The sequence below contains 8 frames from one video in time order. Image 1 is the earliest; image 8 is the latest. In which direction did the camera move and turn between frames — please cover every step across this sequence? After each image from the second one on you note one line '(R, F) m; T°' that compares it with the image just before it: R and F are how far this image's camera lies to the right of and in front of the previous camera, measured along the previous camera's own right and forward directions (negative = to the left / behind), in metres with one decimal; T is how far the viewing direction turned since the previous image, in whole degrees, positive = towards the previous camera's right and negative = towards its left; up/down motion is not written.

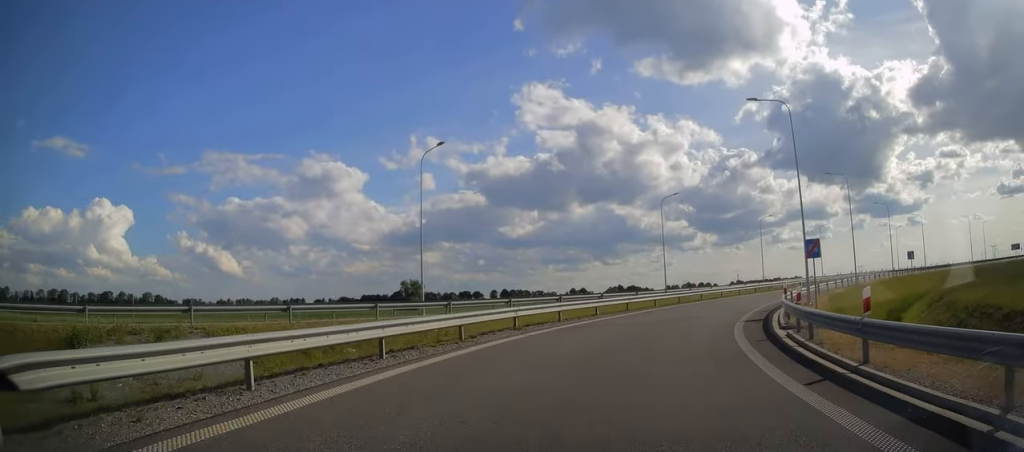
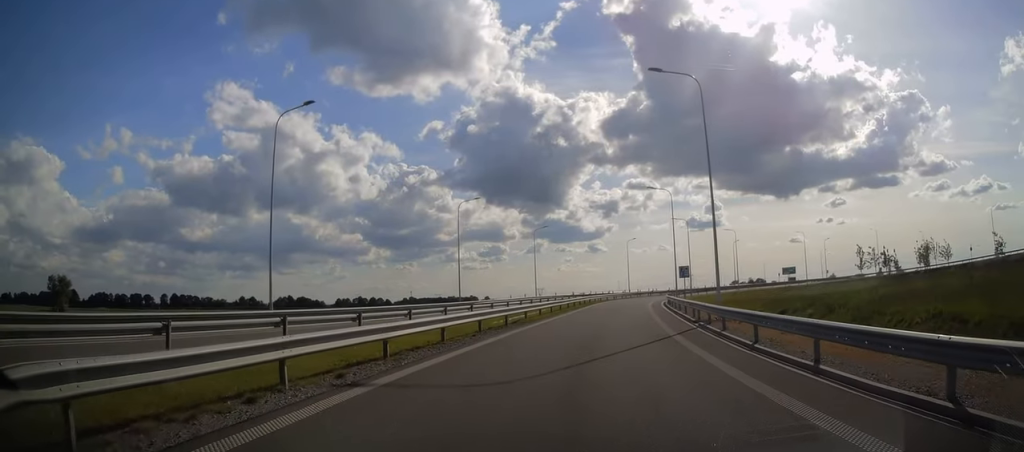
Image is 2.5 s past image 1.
(+8.4, +33.1) m; +28°
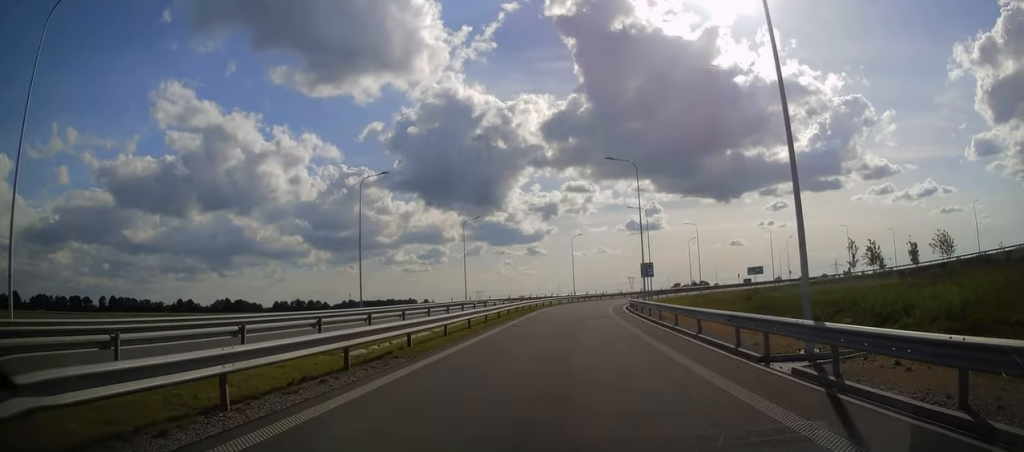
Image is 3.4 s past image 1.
(+1.0, +13.4) m; +8°
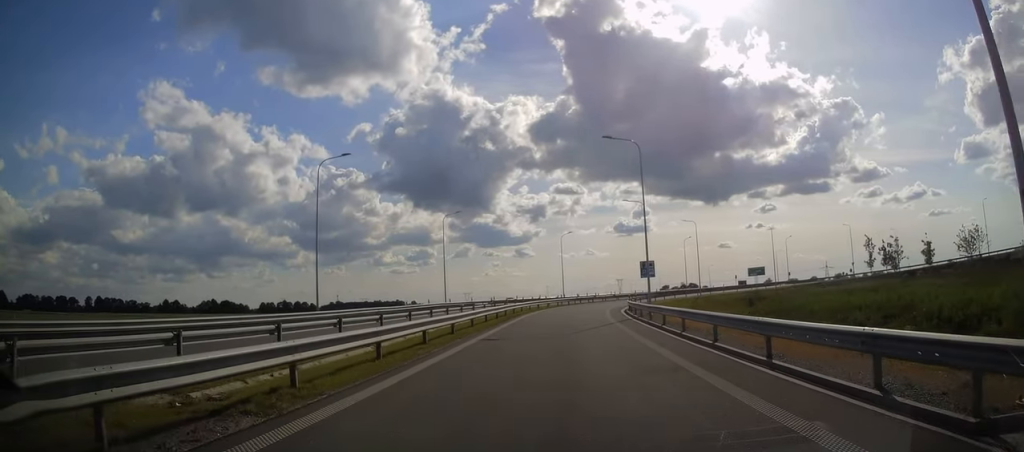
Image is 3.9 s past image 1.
(+0.4, +6.4) m; +2°
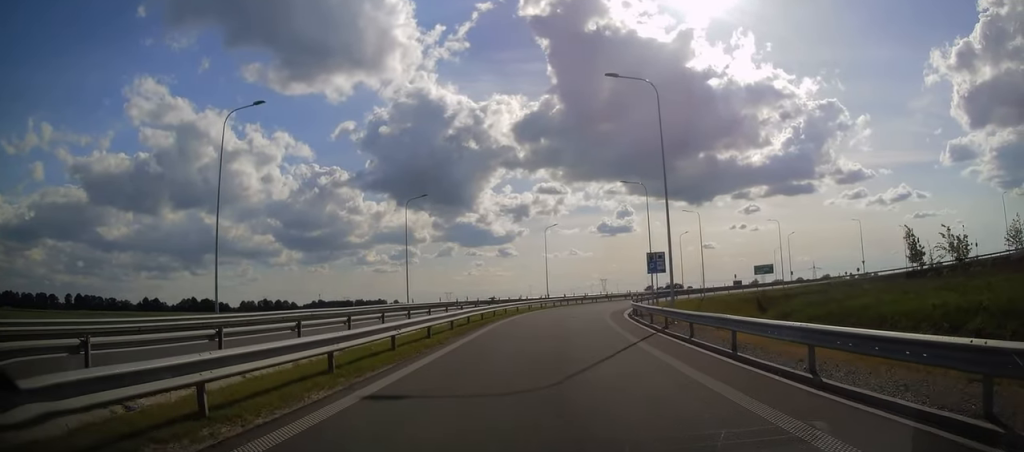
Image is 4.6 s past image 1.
(+0.3, +10.5) m; +2°
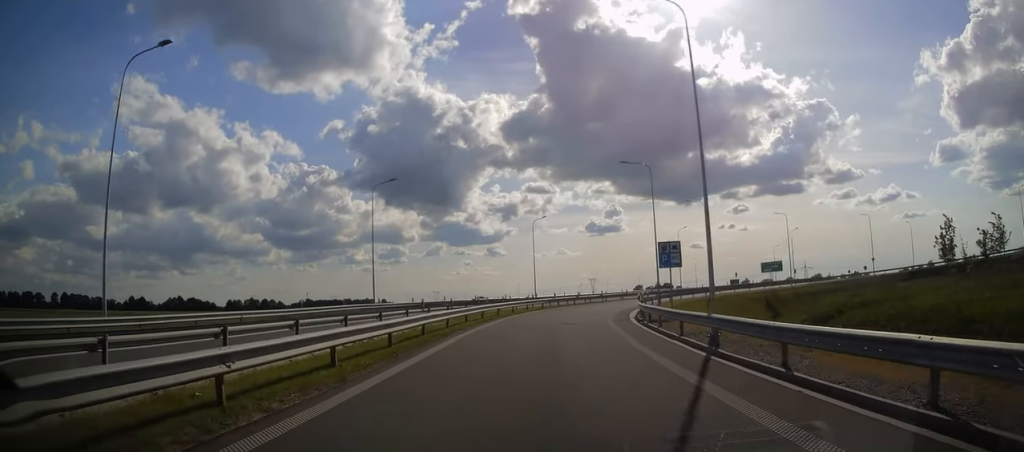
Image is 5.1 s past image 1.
(-0.1, +7.4) m; +1°
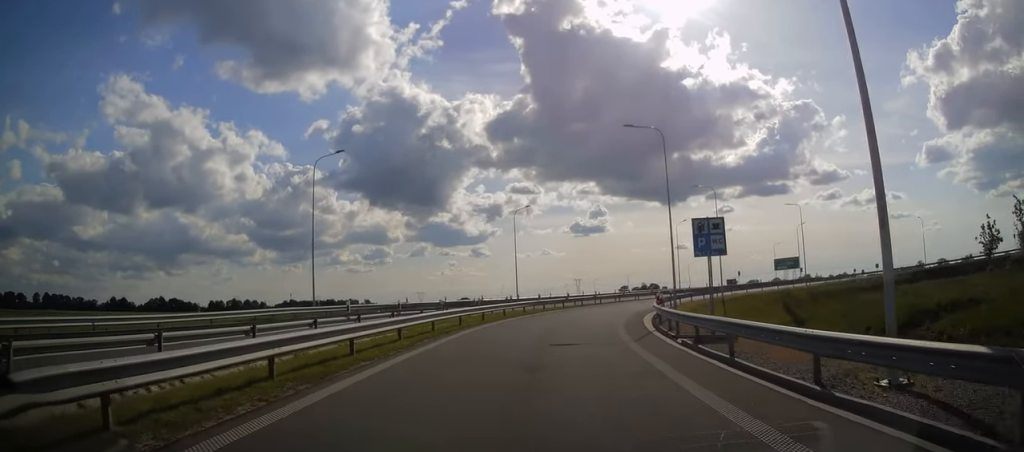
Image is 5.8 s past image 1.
(+0.2, +9.8) m; +1°
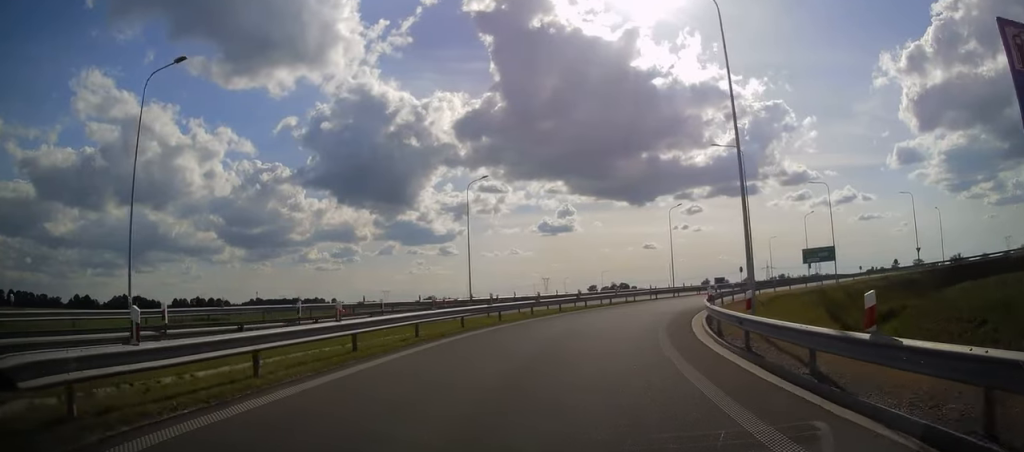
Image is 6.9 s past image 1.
(+0.2, +15.8) m; +2°
